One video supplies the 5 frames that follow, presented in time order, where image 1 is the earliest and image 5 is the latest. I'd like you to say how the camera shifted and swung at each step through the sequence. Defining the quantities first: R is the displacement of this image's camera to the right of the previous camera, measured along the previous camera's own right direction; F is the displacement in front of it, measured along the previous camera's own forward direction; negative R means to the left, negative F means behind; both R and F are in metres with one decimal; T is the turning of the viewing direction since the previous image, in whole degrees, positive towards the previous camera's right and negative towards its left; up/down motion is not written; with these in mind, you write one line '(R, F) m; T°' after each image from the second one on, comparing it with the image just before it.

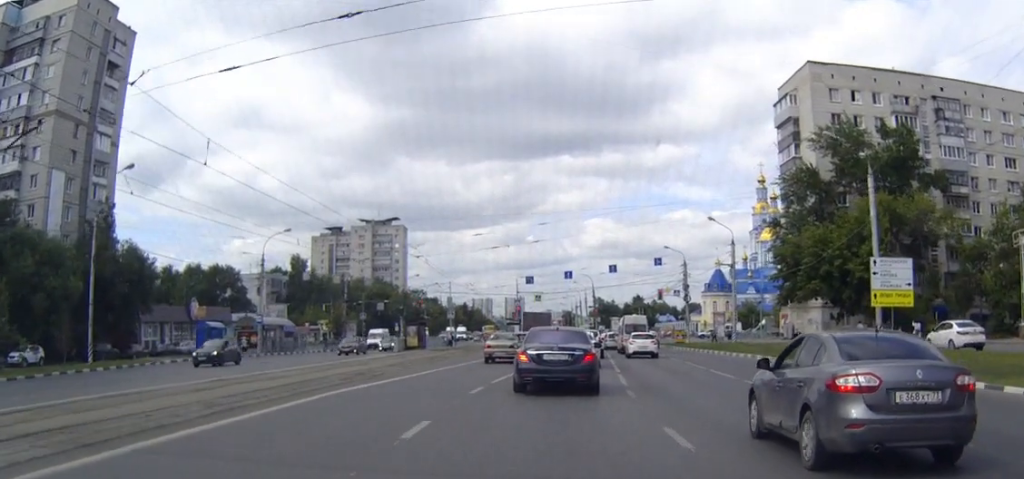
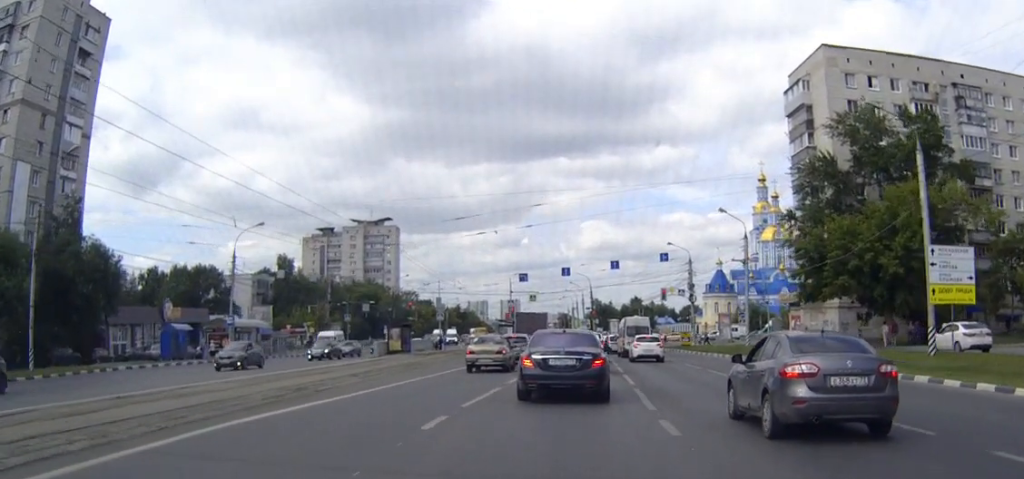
(0.0, +6.9) m; 0°
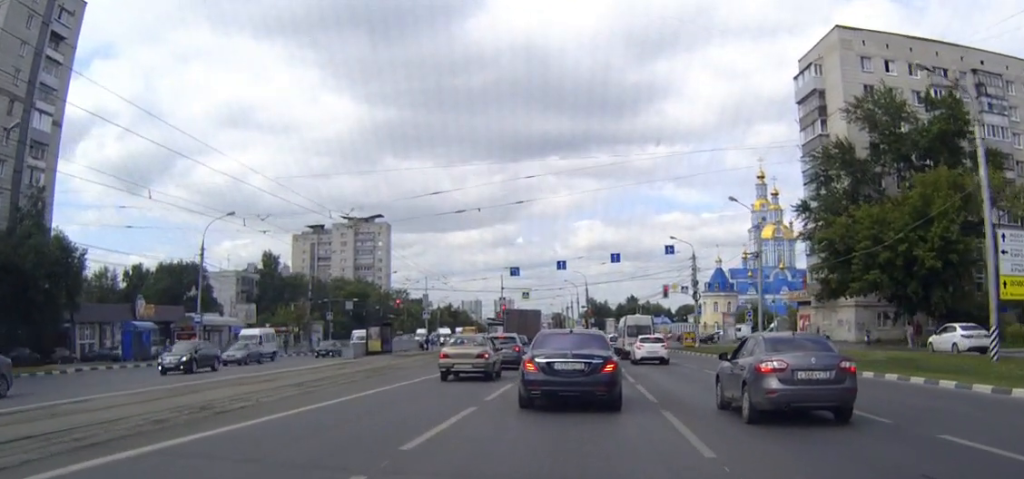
(+0.1, +6.2) m; +1°
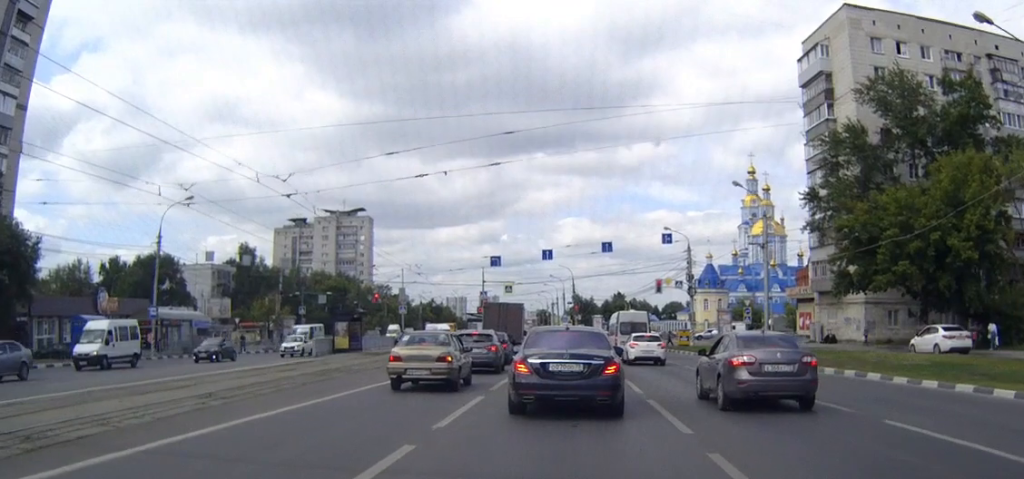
(0.0, +6.0) m; 0°
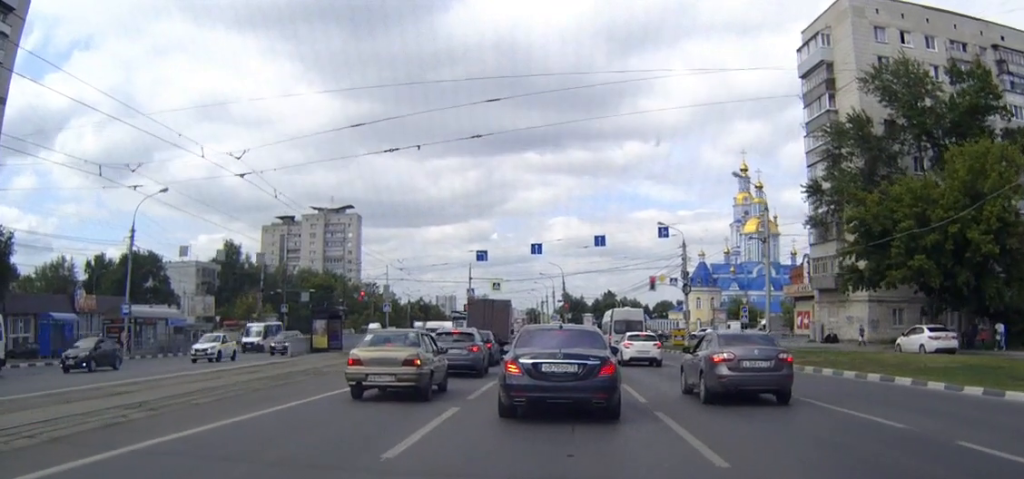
(-0.1, +3.3) m; +1°
